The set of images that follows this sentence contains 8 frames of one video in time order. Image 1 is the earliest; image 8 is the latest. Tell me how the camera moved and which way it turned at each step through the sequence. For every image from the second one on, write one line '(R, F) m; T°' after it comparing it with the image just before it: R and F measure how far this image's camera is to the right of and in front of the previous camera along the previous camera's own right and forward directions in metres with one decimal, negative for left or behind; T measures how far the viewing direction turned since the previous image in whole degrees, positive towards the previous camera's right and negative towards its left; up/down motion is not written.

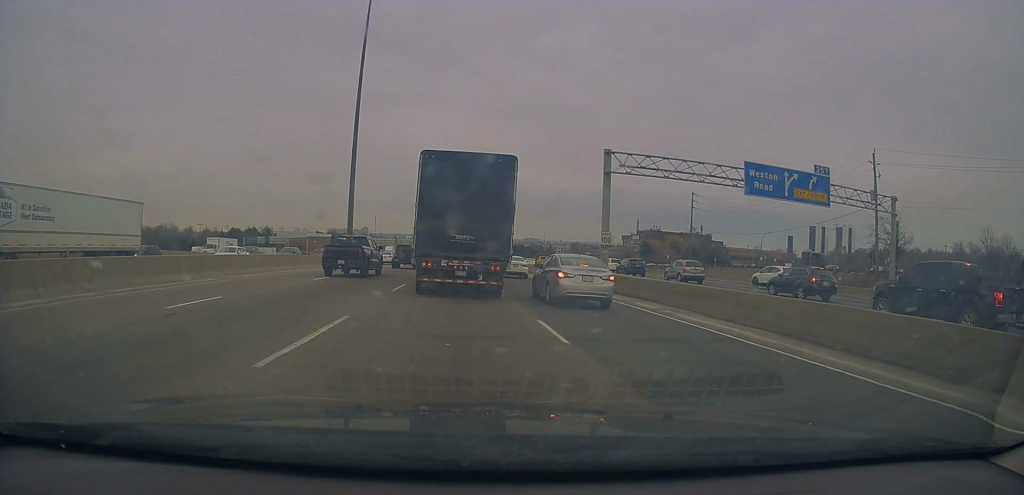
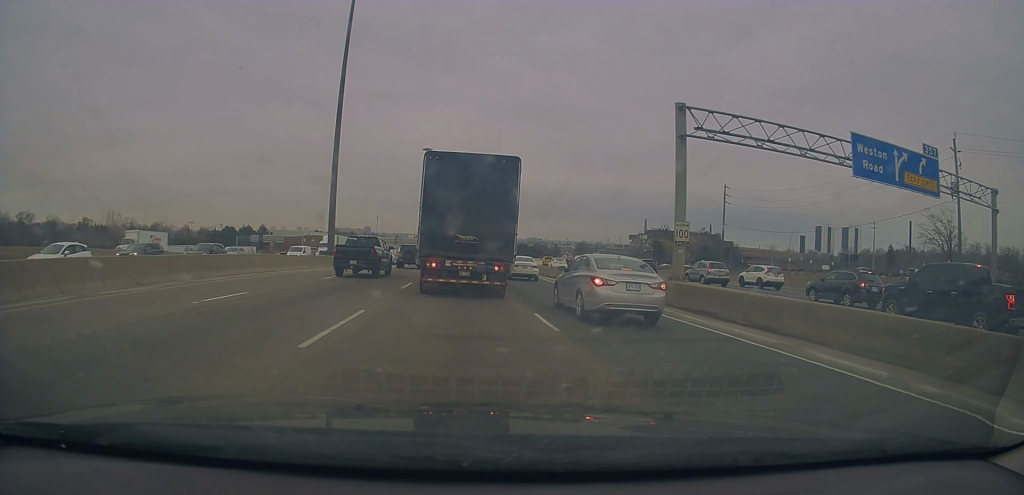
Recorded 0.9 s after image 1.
(-0.3, +10.8) m; -2°
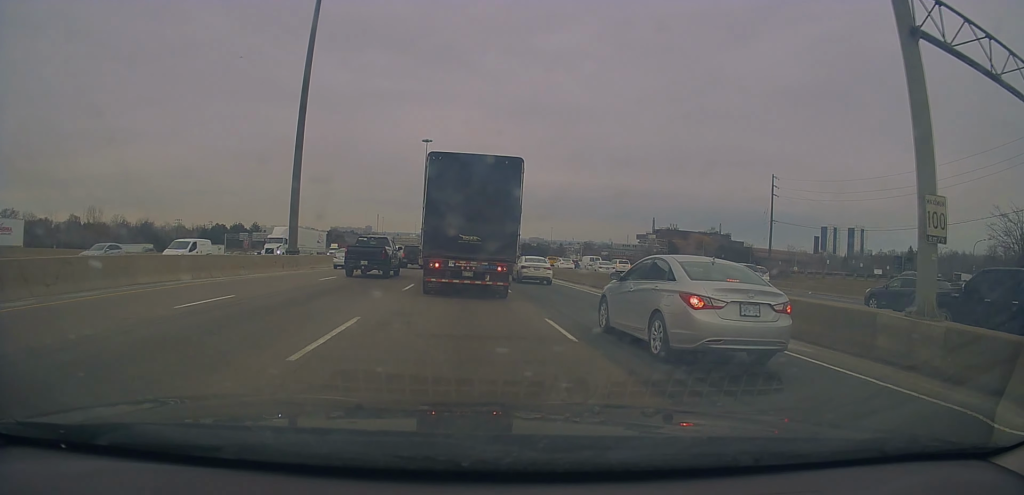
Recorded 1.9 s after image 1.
(-0.3, +12.9) m; -1°
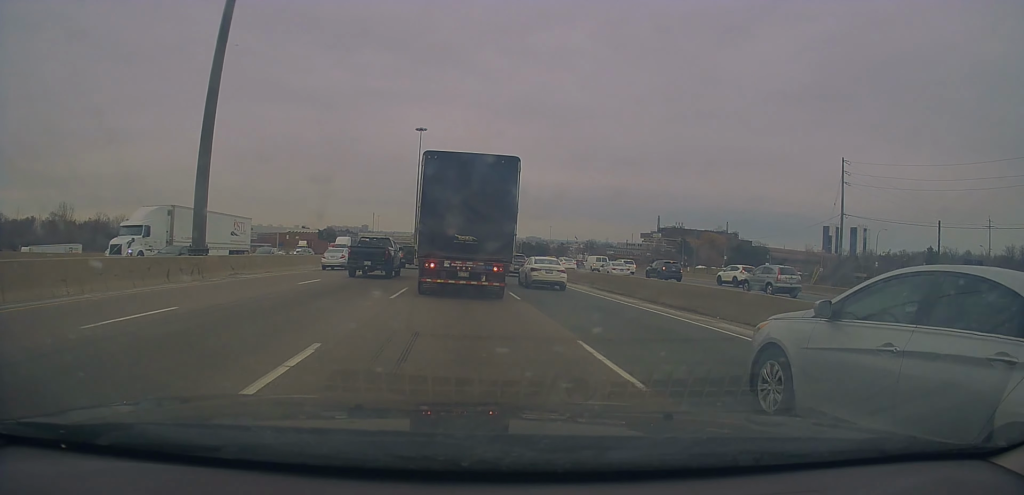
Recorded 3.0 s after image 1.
(+0.2, +14.3) m; +3°
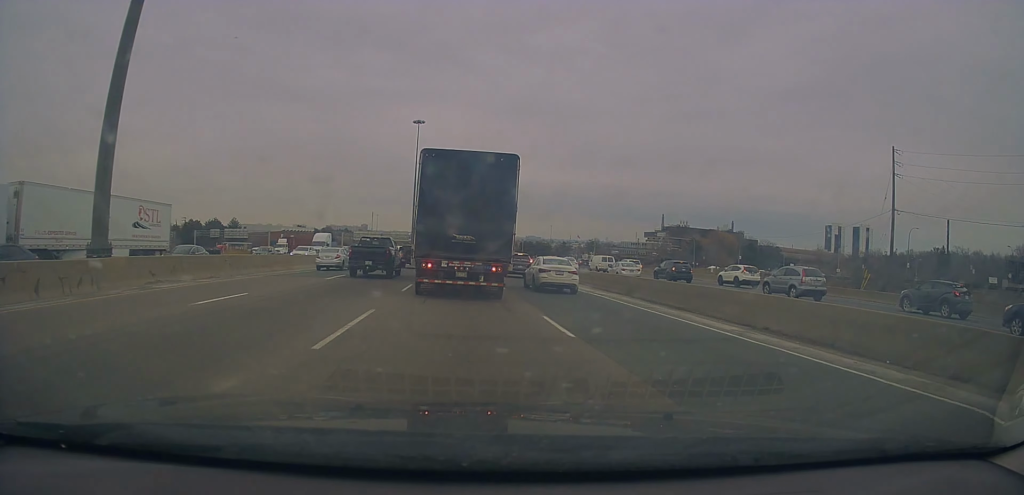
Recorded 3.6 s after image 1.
(+0.4, +8.2) m; 0°
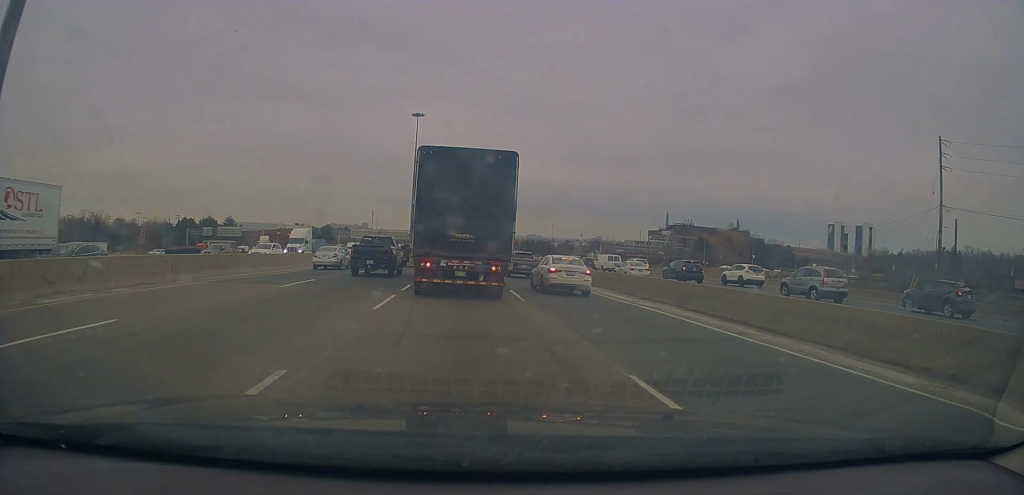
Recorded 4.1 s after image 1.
(+0.1, +6.0) m; 0°
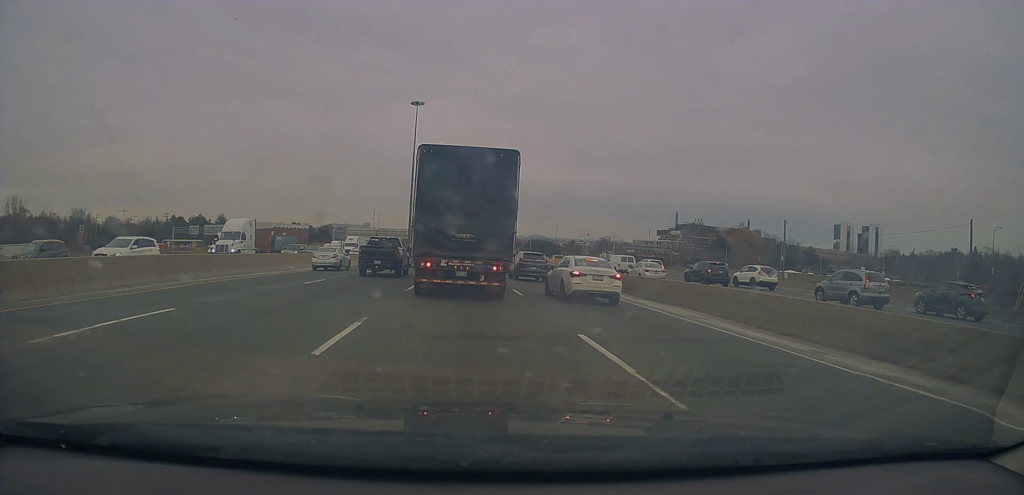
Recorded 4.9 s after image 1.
(-0.4, +11.4) m; -2°
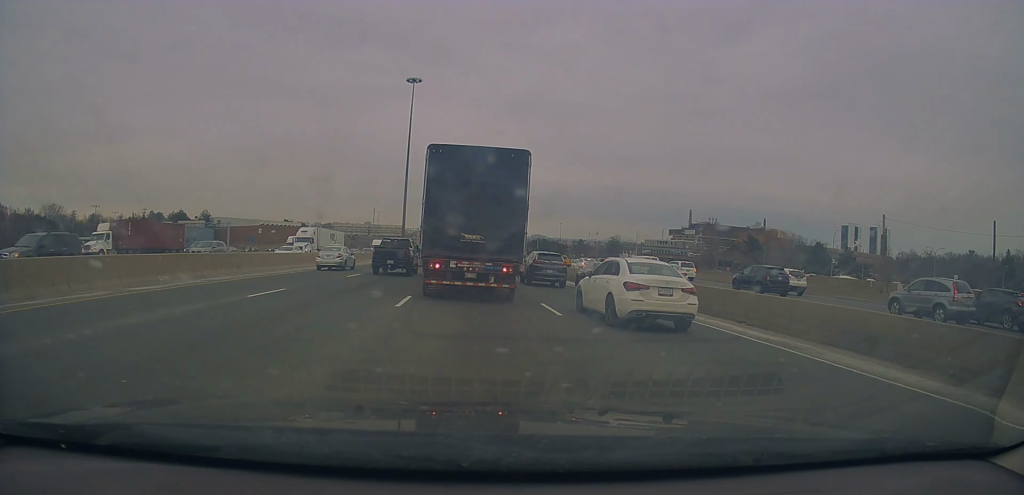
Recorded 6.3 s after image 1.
(+0.3, +18.8) m; +1°
